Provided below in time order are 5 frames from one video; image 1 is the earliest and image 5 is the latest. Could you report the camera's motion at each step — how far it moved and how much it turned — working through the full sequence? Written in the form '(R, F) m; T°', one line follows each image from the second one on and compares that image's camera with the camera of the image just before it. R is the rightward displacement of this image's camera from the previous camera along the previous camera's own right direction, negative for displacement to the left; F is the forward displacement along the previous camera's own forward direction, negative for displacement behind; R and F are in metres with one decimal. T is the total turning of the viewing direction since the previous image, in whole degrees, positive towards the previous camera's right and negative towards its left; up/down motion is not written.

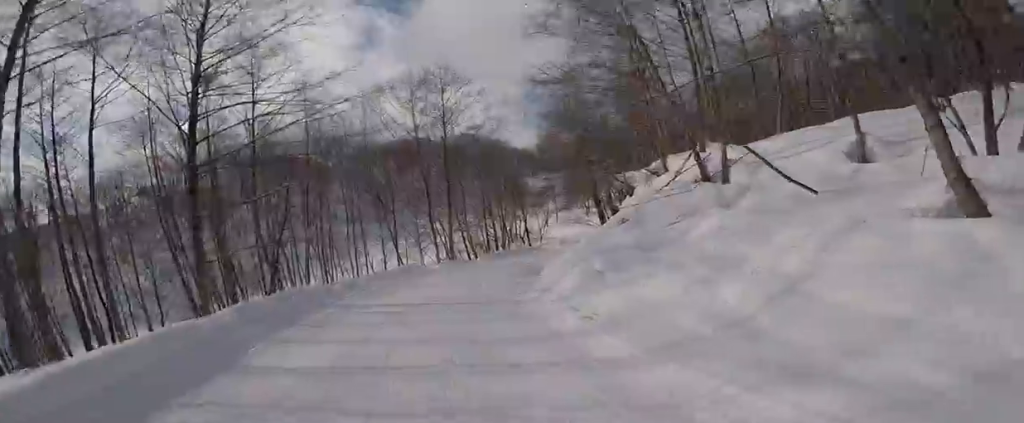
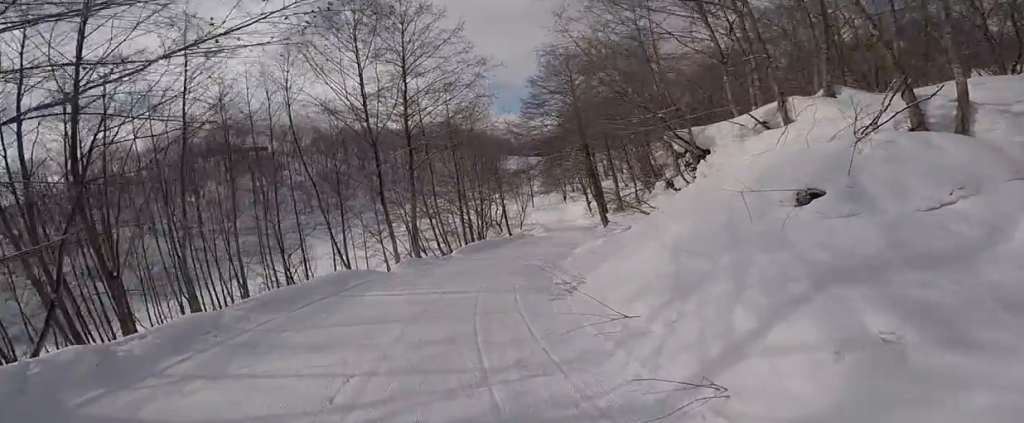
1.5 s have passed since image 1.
(+0.1, +6.6) m; +9°
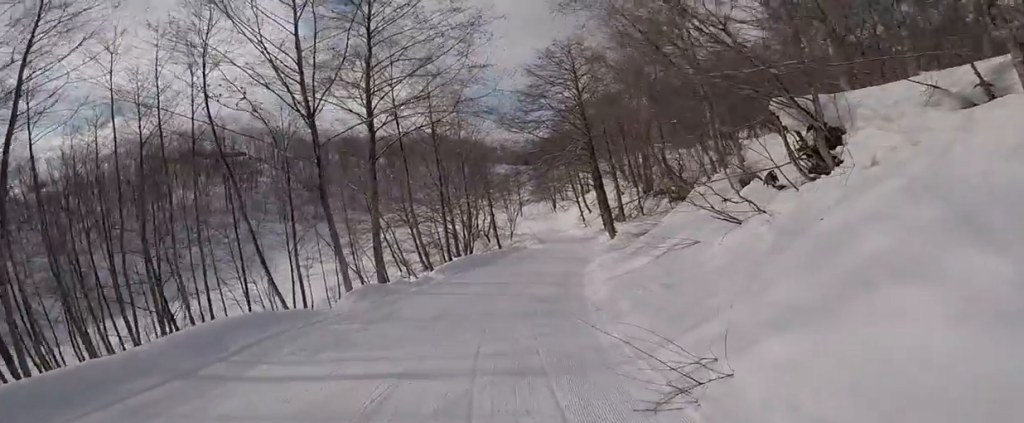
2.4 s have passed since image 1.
(+0.5, +4.8) m; +8°
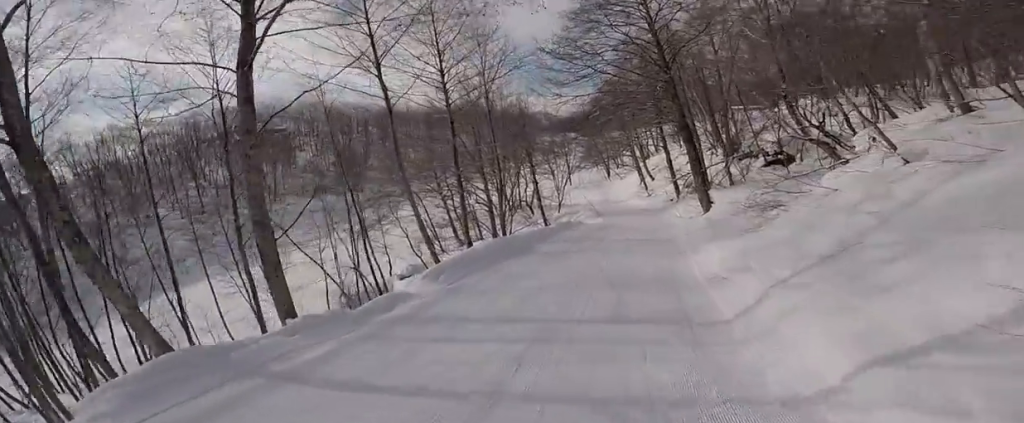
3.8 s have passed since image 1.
(+0.3, +7.5) m; +4°
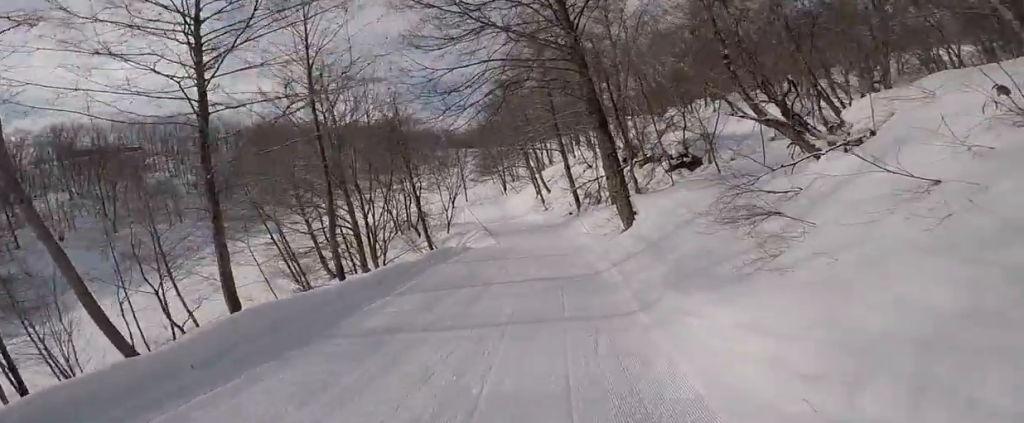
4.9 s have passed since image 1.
(+0.7, +7.0) m; +16°
